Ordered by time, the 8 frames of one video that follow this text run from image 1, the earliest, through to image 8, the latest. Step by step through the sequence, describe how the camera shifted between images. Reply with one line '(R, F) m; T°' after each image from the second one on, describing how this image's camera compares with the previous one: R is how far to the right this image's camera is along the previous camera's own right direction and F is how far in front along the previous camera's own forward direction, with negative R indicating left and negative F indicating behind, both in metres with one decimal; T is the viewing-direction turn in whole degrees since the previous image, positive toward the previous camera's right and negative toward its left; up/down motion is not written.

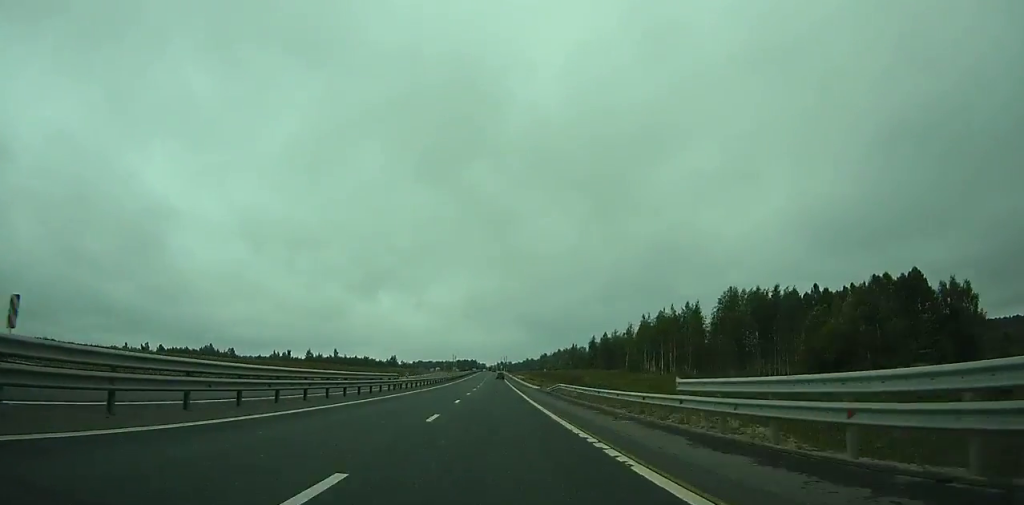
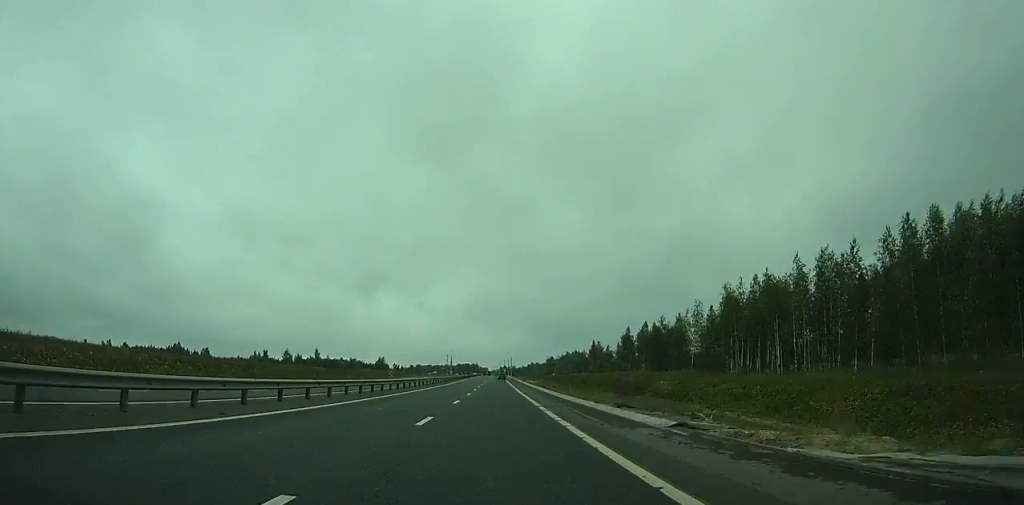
(-8.9, +47.6) m; -3°
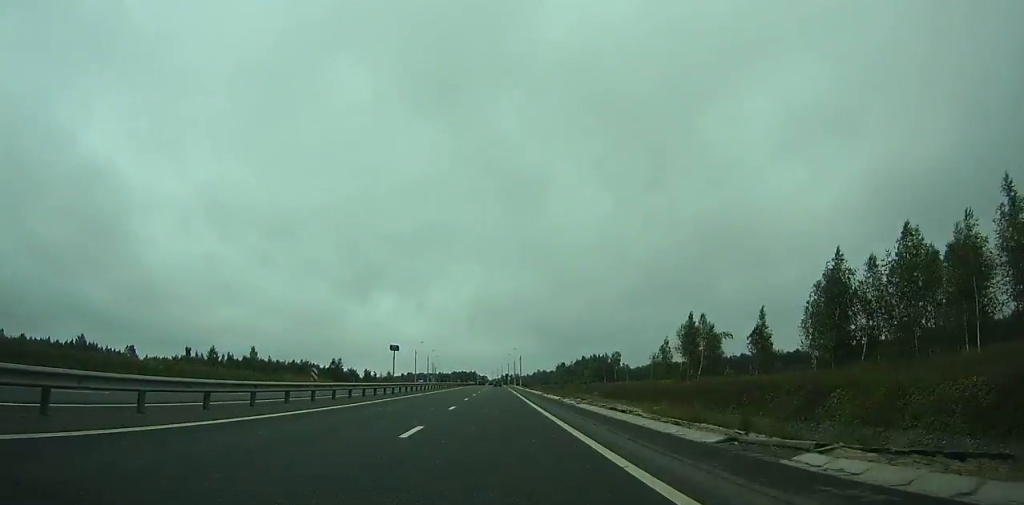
(+0.4, +97.7) m; +3°
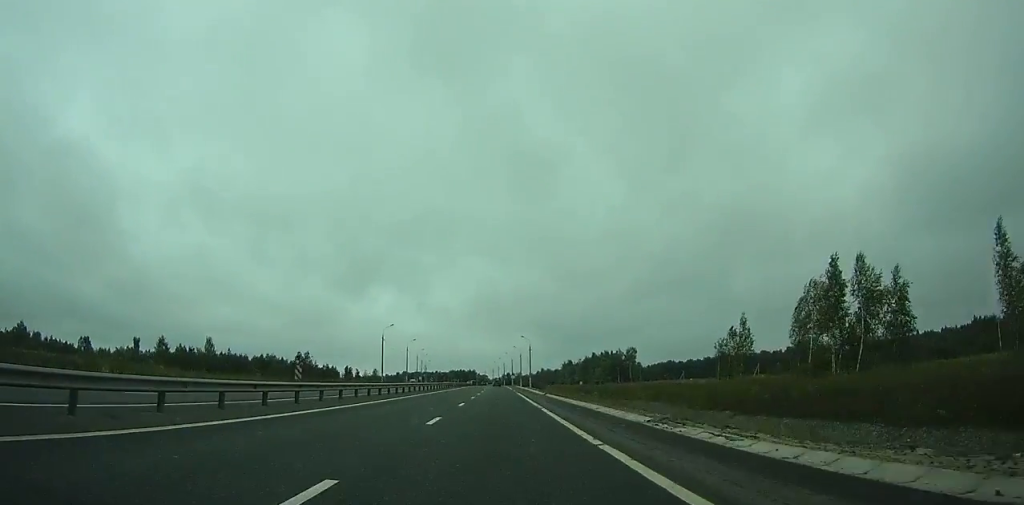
(+0.5, +44.1) m; +1°
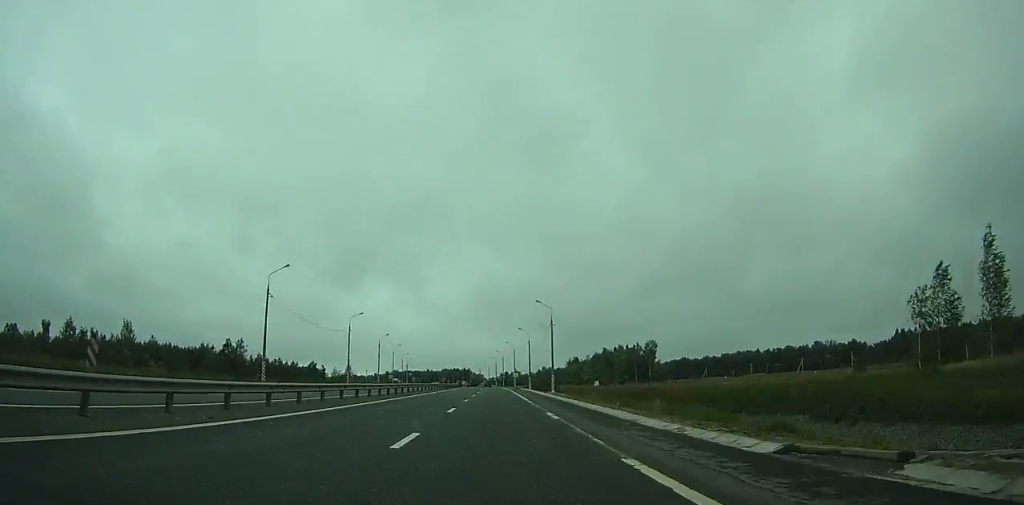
(-0.1, +54.1) m; 0°
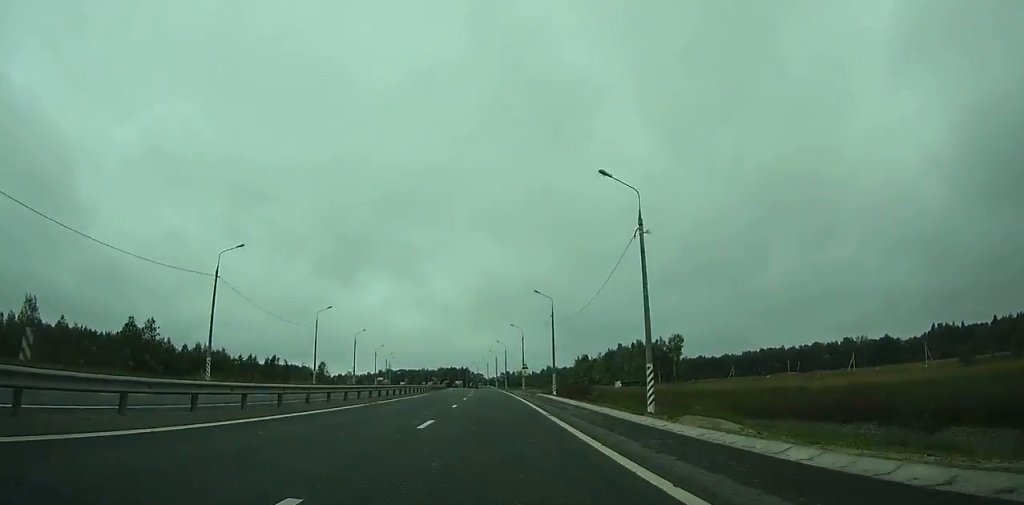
(+0.3, +43.2) m; 0°
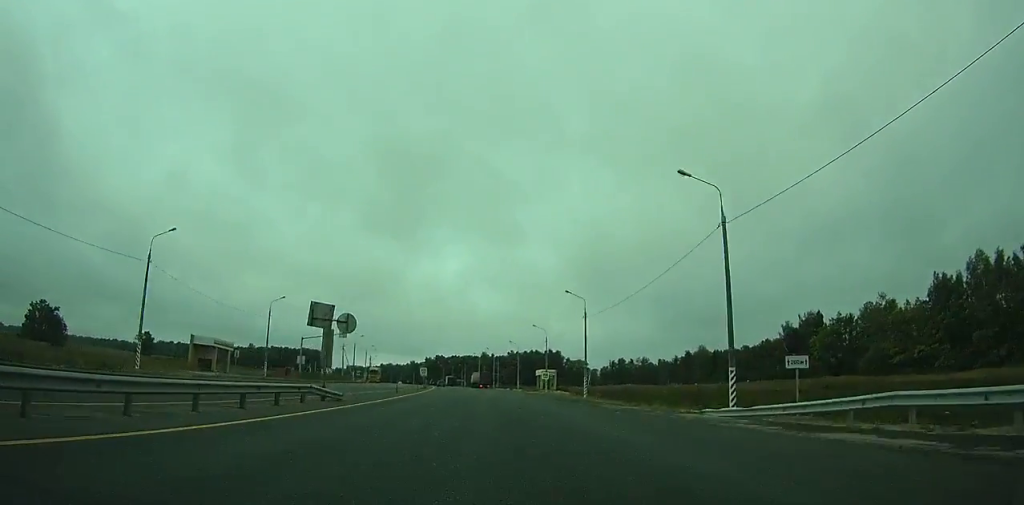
(-13.0, +213.5) m; -8°
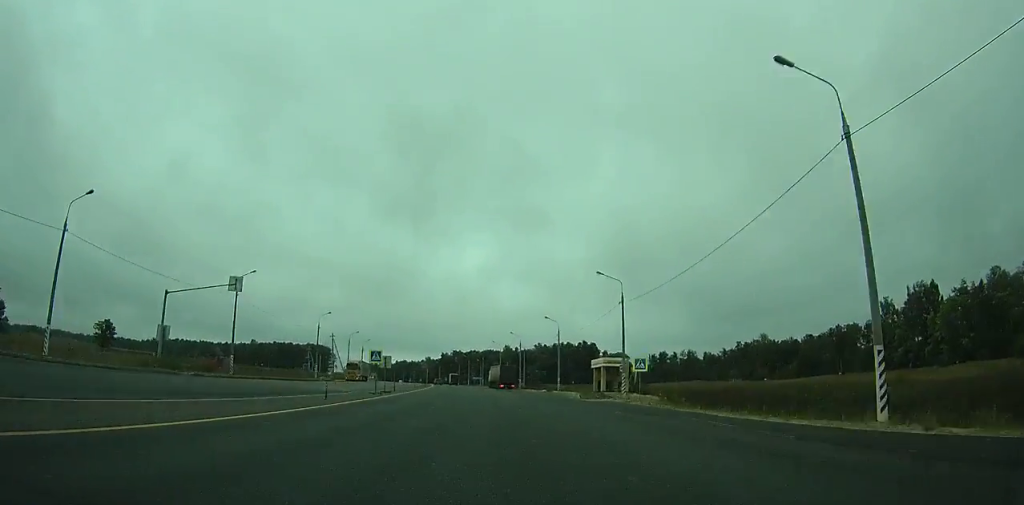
(-0.4, +44.1) m; -2°
